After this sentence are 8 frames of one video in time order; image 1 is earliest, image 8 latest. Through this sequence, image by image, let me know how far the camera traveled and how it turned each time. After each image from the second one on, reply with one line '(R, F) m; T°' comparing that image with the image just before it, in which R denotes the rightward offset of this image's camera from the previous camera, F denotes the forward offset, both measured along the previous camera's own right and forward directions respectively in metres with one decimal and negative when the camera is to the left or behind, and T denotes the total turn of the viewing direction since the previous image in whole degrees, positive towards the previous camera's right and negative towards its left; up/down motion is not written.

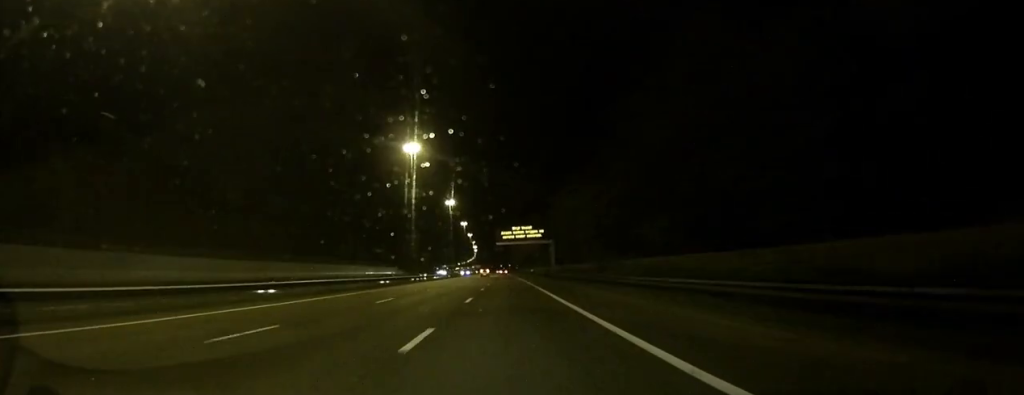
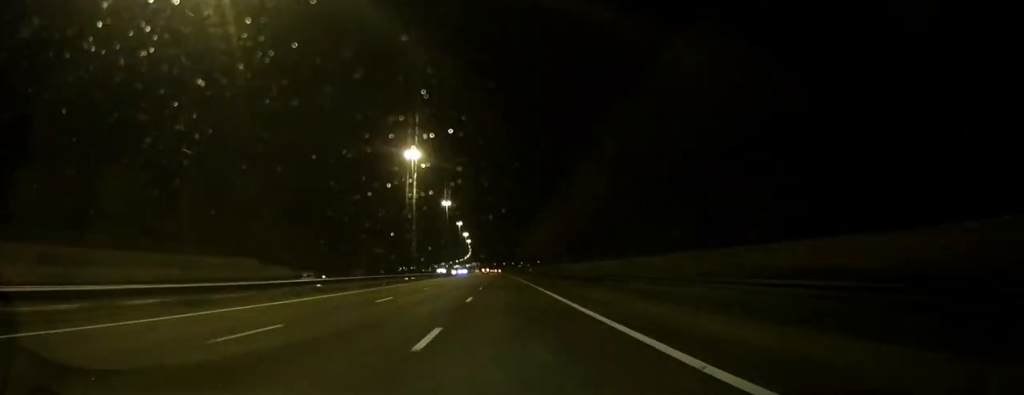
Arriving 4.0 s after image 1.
(-0.5, +107.4) m; -1°
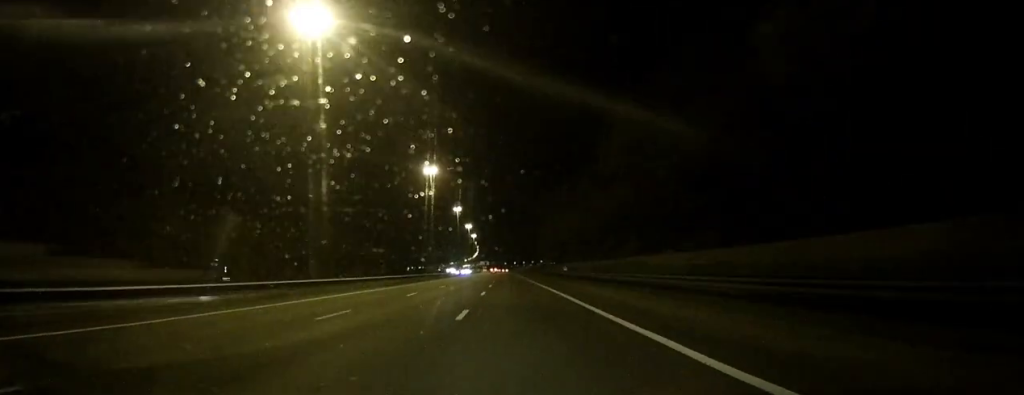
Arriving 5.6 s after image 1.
(-0.4, +43.2) m; -1°
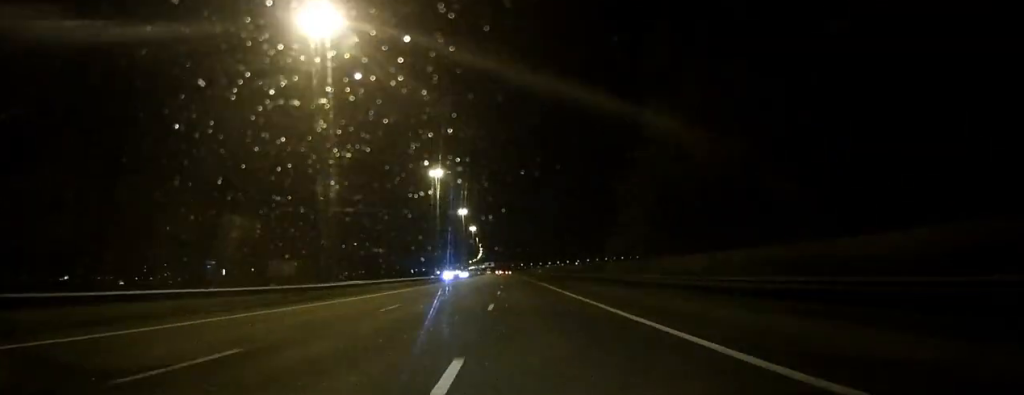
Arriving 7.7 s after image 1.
(-0.4, +56.0) m; -1°
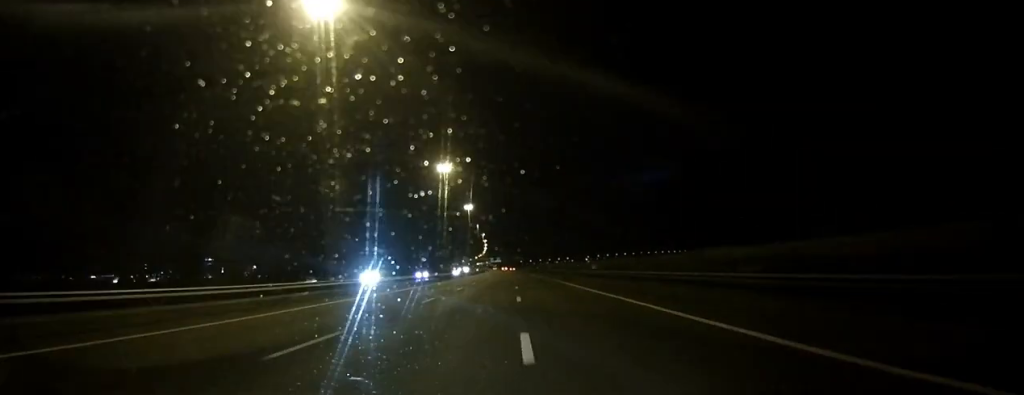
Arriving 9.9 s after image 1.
(-1.2, +57.6) m; 0°
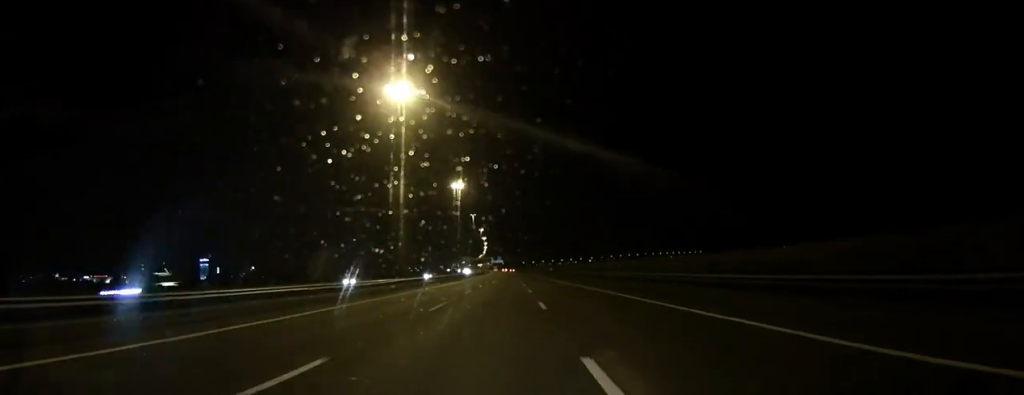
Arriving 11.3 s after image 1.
(+0.1, +38.4) m; 0°
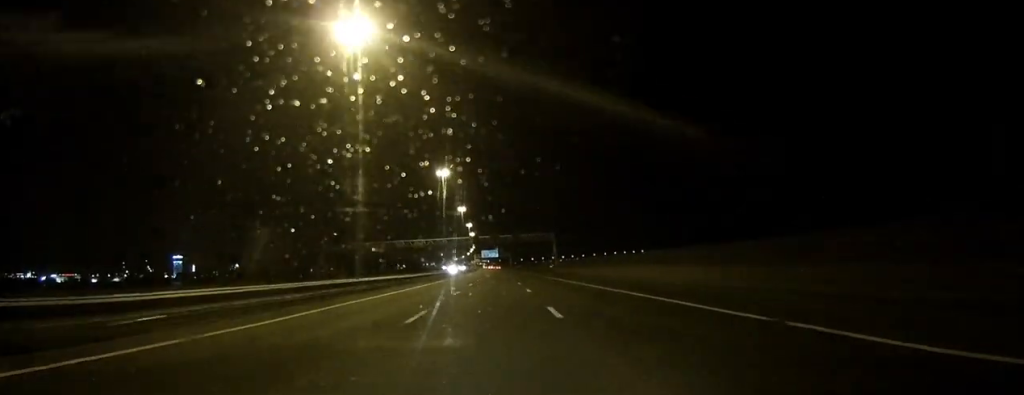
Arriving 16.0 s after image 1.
(+0.2, +123.0) m; -1°
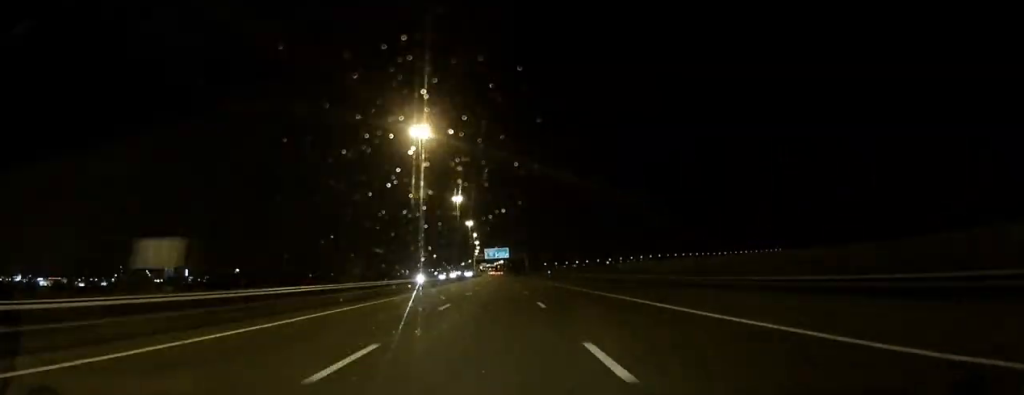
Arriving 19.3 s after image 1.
(-0.5, +87.8) m; 0°
